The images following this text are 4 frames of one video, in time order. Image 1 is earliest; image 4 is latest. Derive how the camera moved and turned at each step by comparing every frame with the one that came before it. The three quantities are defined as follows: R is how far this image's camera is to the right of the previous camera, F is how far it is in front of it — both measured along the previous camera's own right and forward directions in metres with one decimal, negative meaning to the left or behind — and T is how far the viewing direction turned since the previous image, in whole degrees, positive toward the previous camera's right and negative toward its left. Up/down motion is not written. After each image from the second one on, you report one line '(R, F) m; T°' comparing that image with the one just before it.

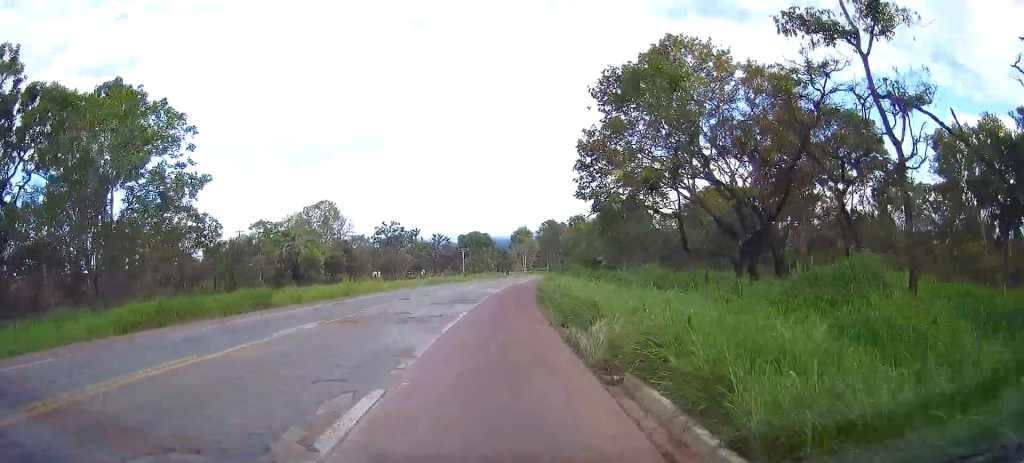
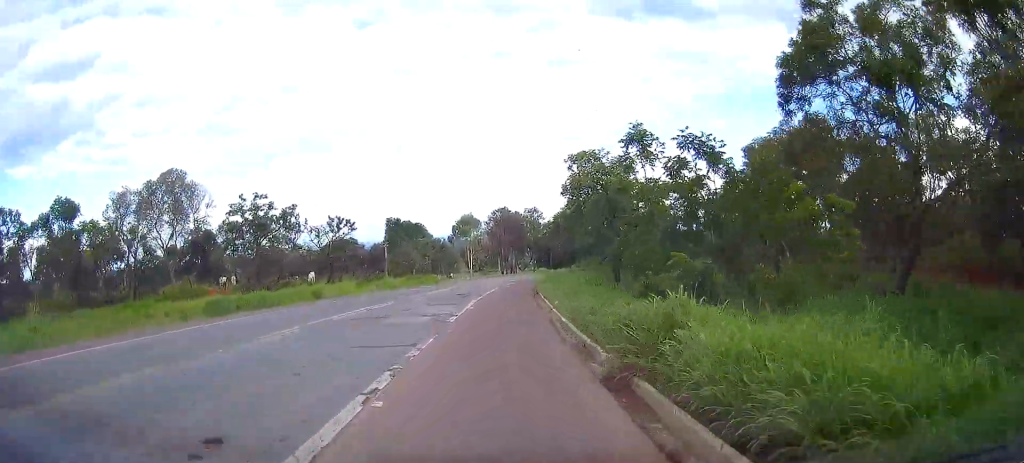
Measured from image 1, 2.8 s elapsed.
(+1.4, +47.0) m; +6°
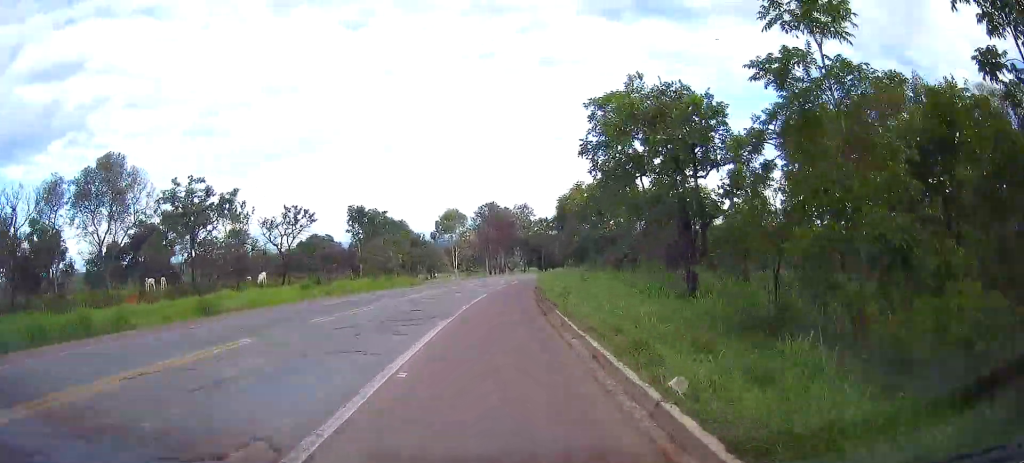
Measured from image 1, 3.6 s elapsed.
(+0.4, +14.0) m; +1°
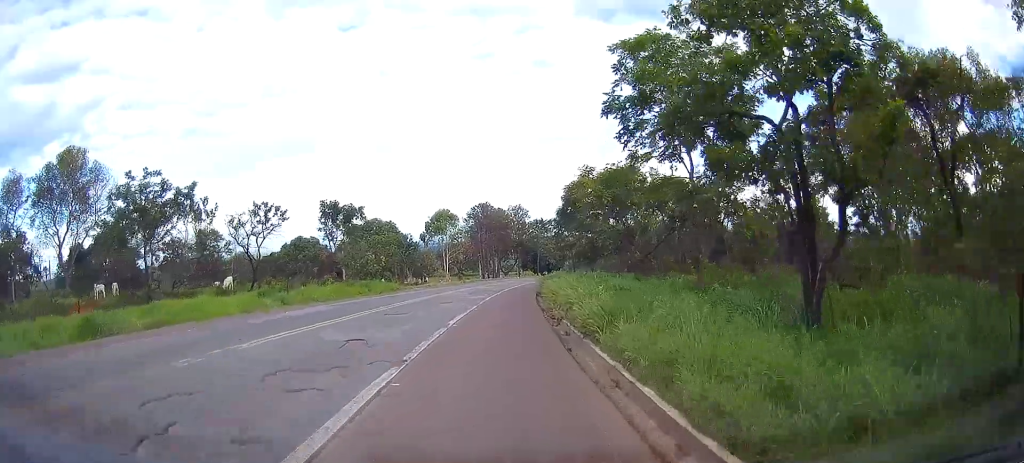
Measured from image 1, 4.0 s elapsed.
(0.0, +7.6) m; +1°
